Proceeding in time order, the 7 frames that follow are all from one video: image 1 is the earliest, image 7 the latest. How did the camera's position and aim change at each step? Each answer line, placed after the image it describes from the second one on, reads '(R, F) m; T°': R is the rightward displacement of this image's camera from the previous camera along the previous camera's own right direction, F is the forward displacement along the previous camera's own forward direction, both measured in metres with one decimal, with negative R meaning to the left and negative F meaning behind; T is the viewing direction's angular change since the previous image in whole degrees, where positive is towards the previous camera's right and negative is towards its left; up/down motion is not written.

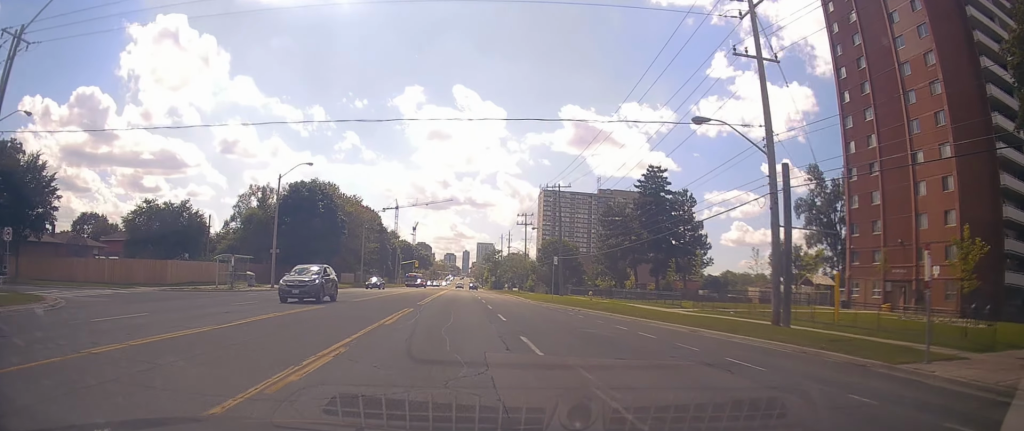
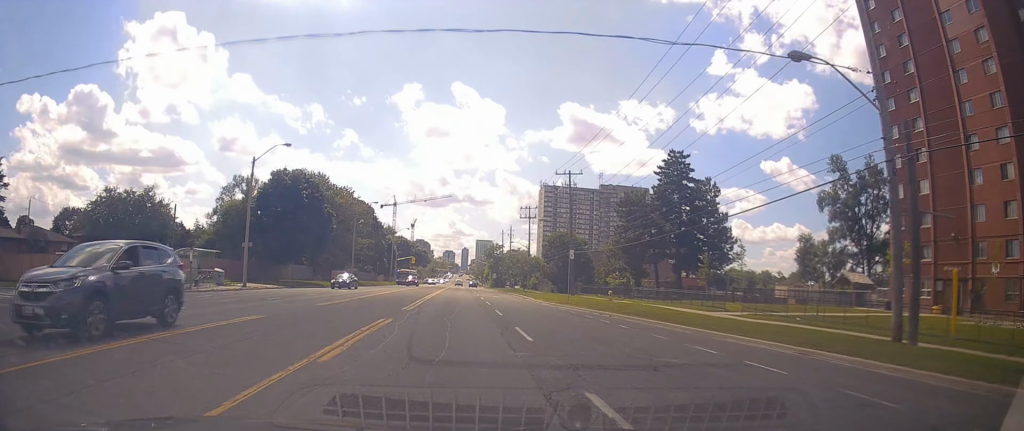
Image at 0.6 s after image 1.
(0.0, +7.4) m; 0°
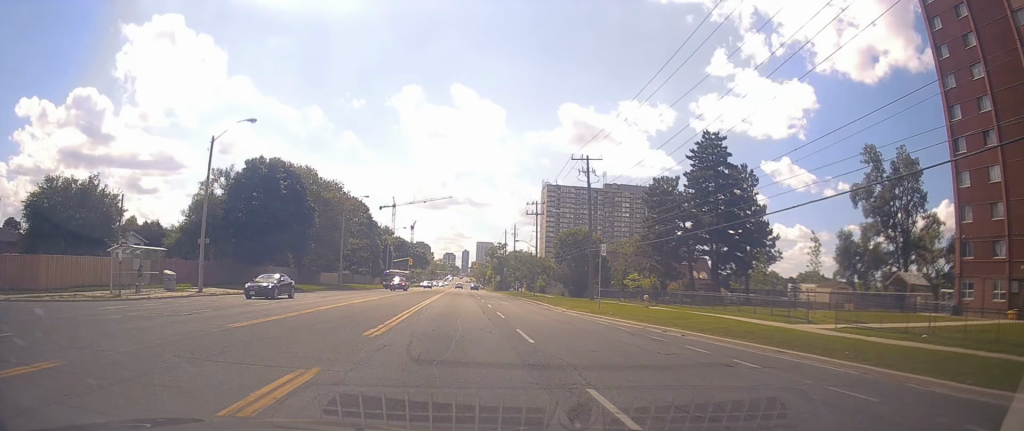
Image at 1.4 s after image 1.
(0.0, +9.8) m; 0°
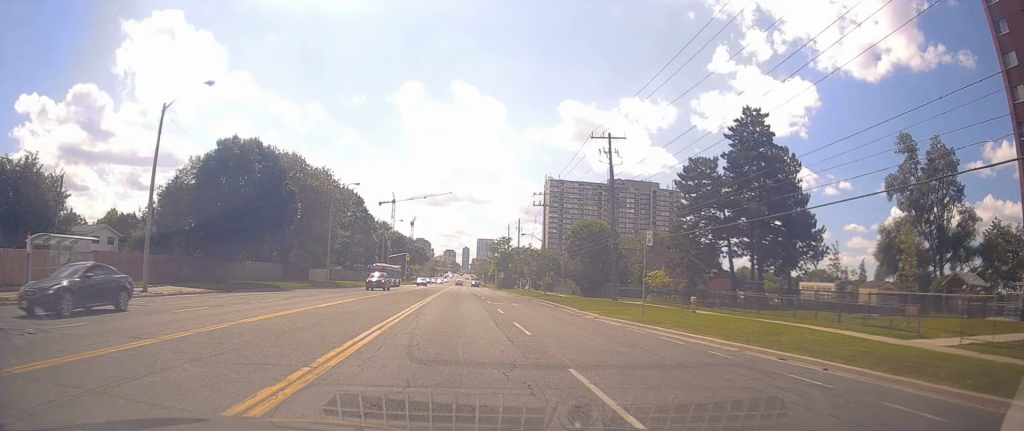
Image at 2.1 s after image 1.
(0.0, +9.2) m; 0°
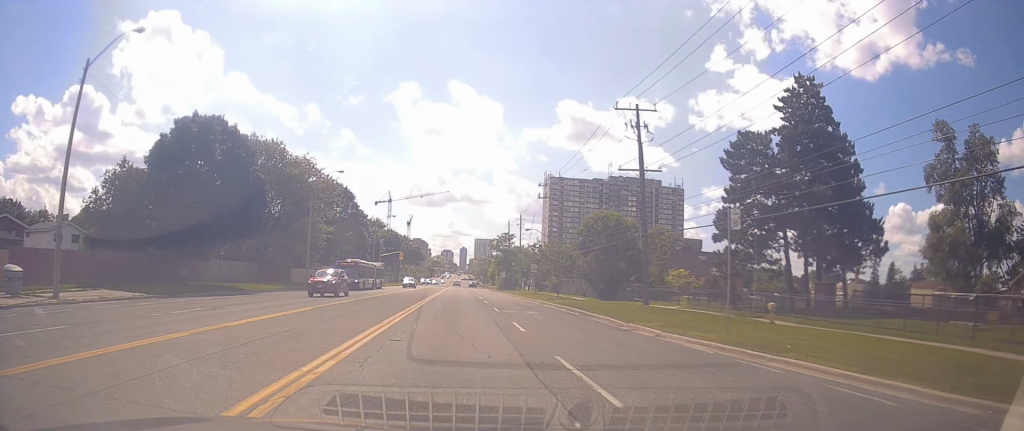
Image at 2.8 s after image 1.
(+0.1, +10.4) m; 0°
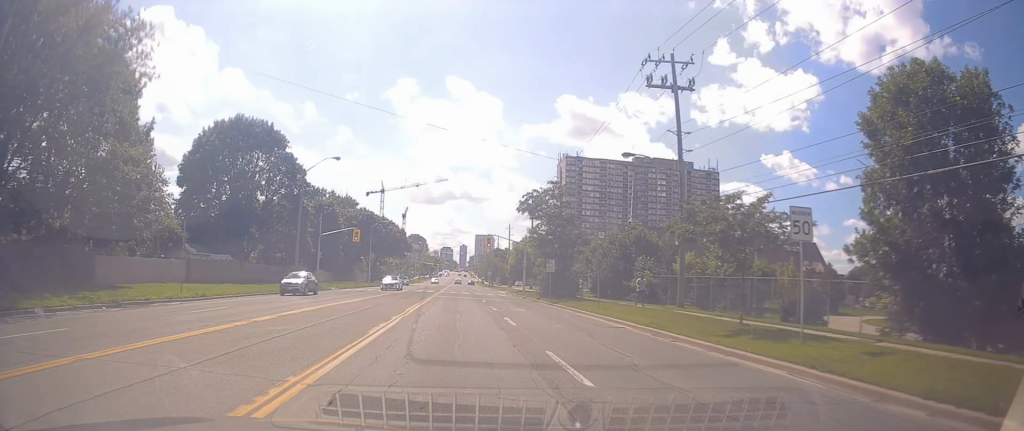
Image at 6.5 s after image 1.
(-0.8, +48.1) m; -4°
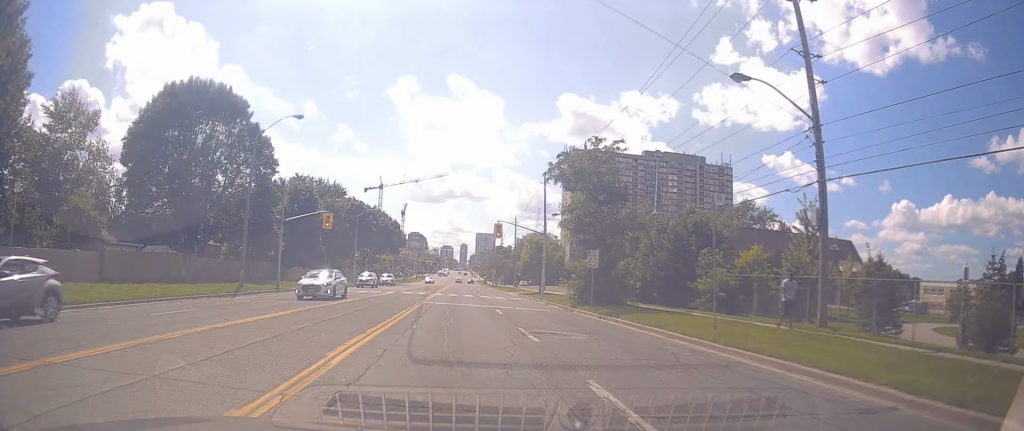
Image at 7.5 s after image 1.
(+0.1, +12.9) m; +3°
